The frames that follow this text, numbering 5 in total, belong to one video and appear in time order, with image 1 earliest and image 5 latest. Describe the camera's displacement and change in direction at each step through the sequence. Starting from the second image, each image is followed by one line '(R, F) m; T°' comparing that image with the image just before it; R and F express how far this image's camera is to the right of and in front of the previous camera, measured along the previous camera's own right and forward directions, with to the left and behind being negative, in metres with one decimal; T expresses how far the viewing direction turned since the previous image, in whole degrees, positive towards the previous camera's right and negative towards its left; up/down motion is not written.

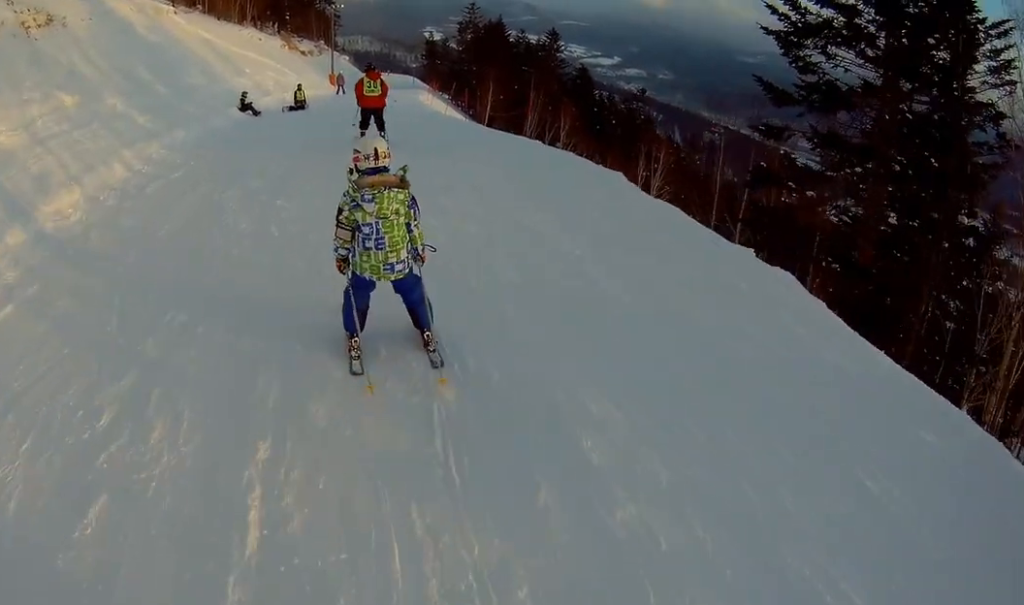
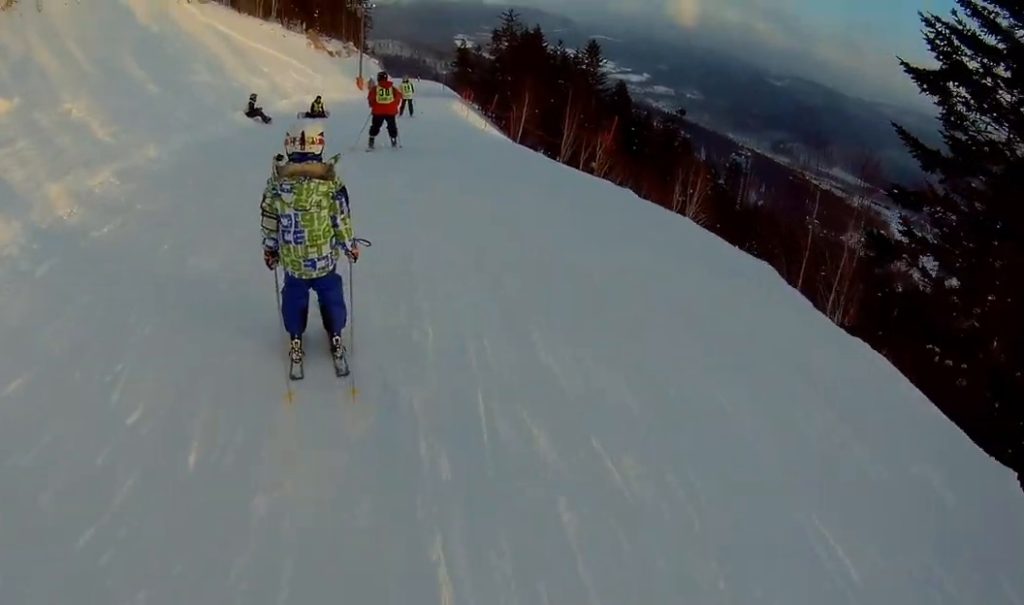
(-0.5, +3.7) m; -15°
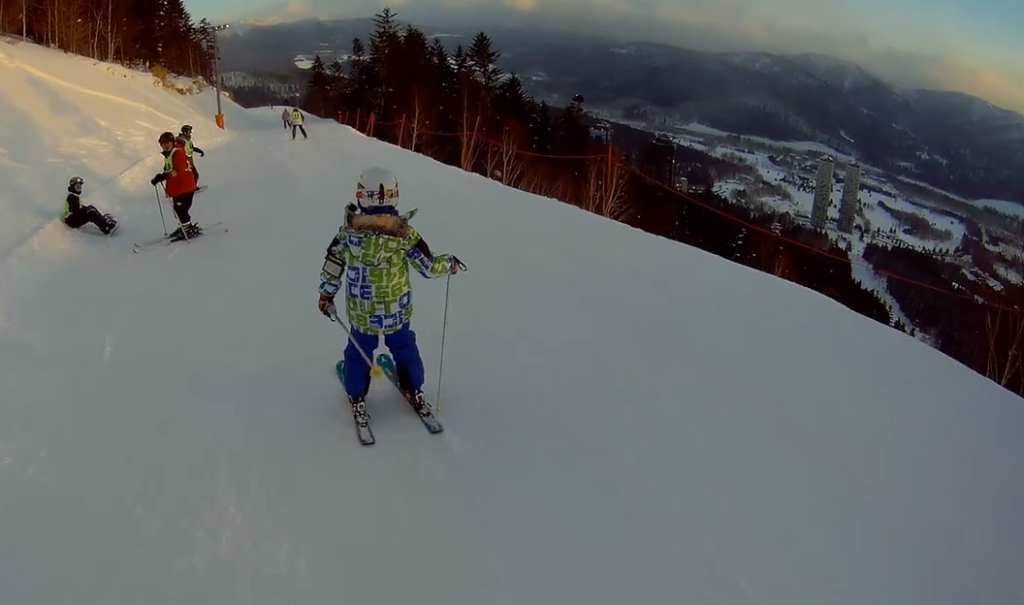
(+1.0, +11.3) m; +15°
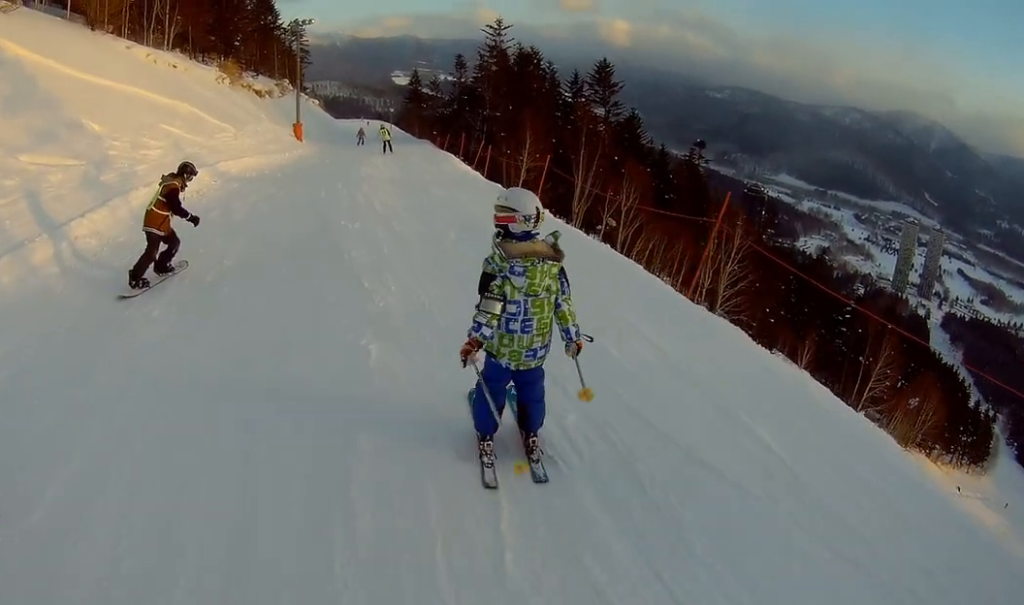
(-1.0, +10.1) m; -2°
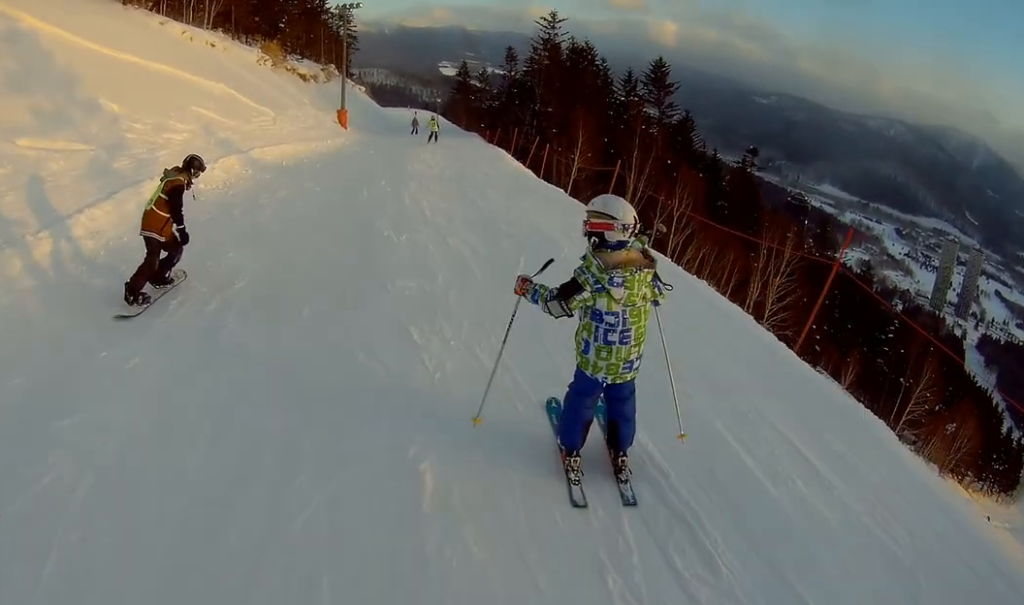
(+0.1, +1.8) m; +4°
